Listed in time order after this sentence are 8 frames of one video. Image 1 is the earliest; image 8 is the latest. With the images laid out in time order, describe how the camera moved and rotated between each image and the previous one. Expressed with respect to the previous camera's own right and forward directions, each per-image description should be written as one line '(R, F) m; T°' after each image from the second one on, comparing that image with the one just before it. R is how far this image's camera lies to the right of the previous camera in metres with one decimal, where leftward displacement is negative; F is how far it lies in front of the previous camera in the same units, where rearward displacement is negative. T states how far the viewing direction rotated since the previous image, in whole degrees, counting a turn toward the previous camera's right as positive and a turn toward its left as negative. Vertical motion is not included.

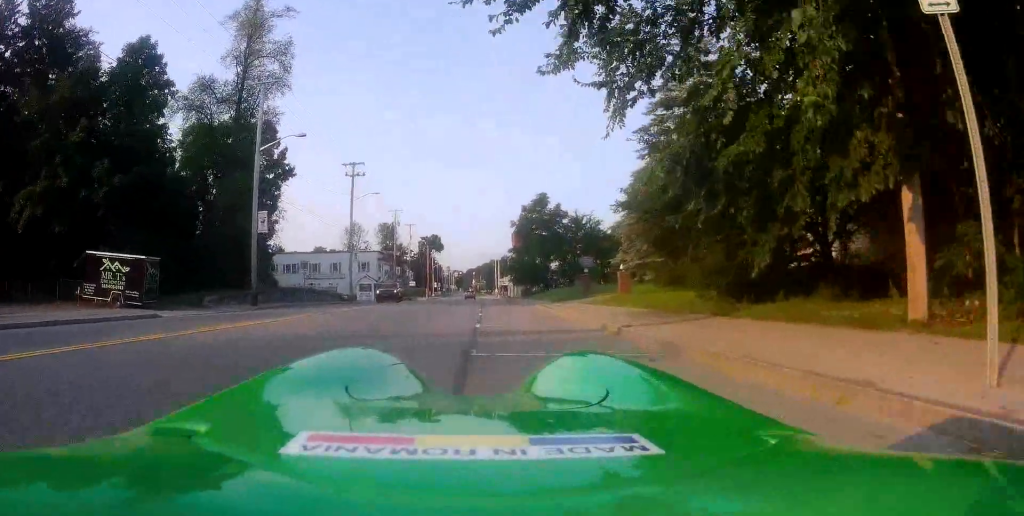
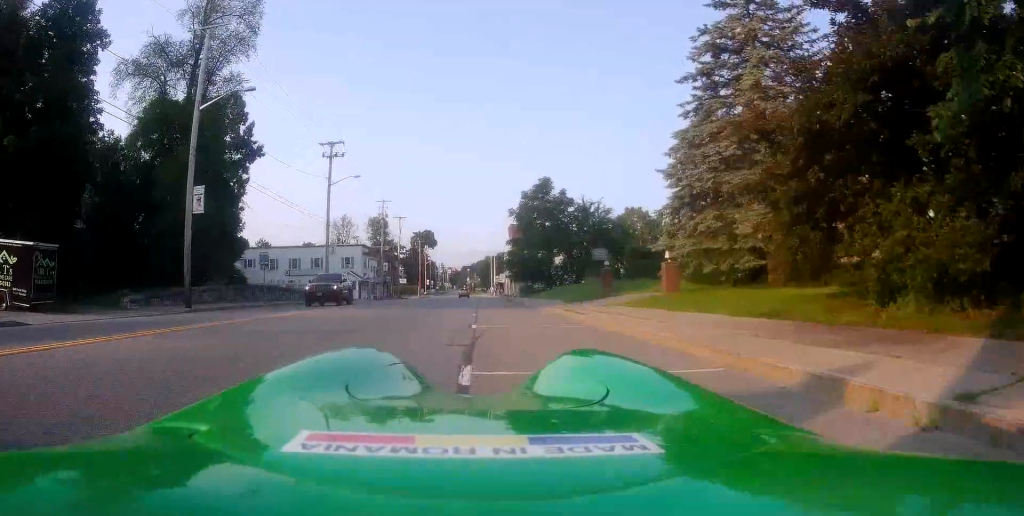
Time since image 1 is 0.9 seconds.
(+0.2, +7.7) m; +3°
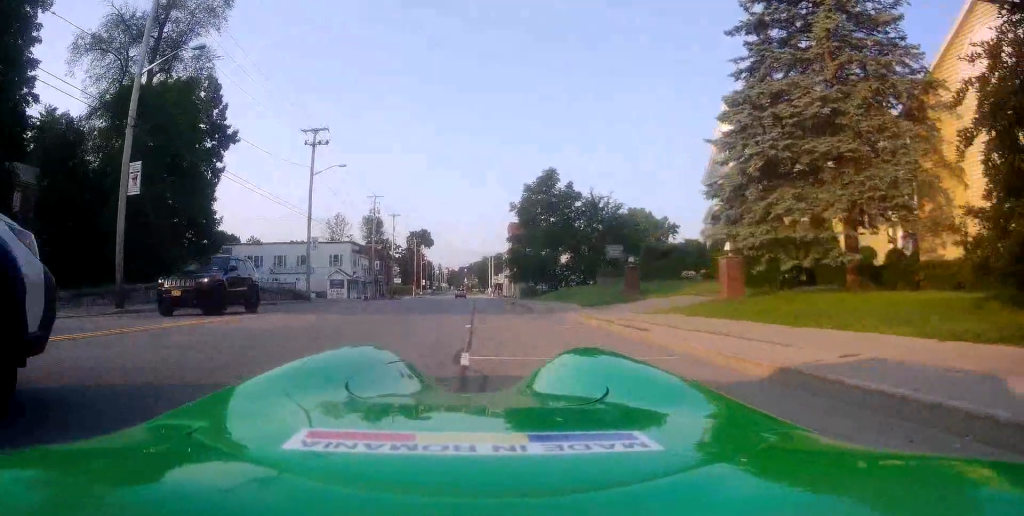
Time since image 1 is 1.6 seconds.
(+0.2, +5.6) m; +1°
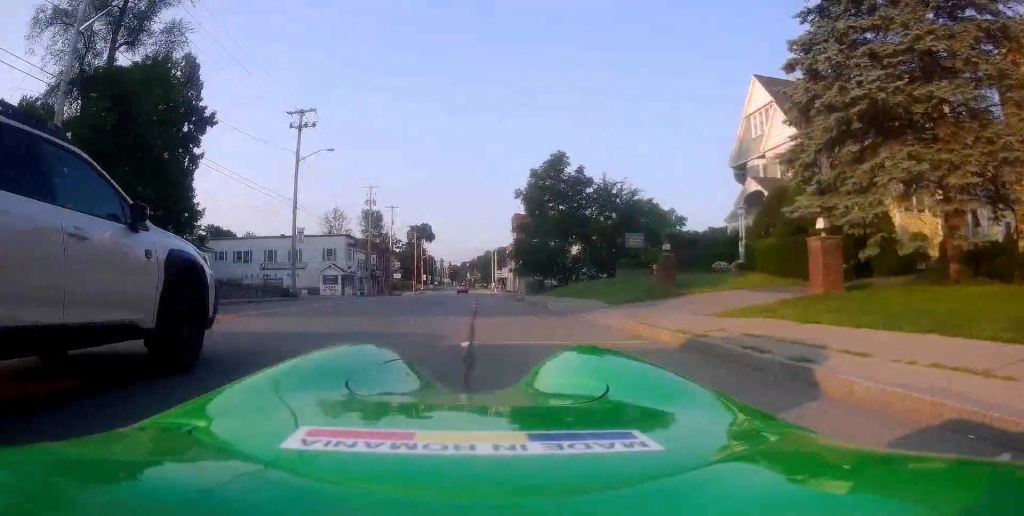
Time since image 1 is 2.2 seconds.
(0.0, +4.9) m; -1°
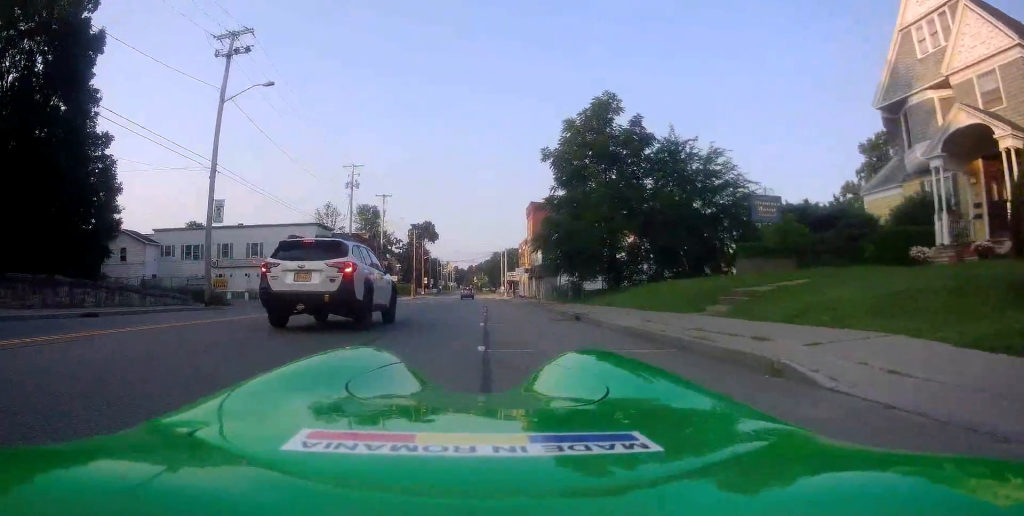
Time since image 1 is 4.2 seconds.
(-0.4, +16.1) m; -3°
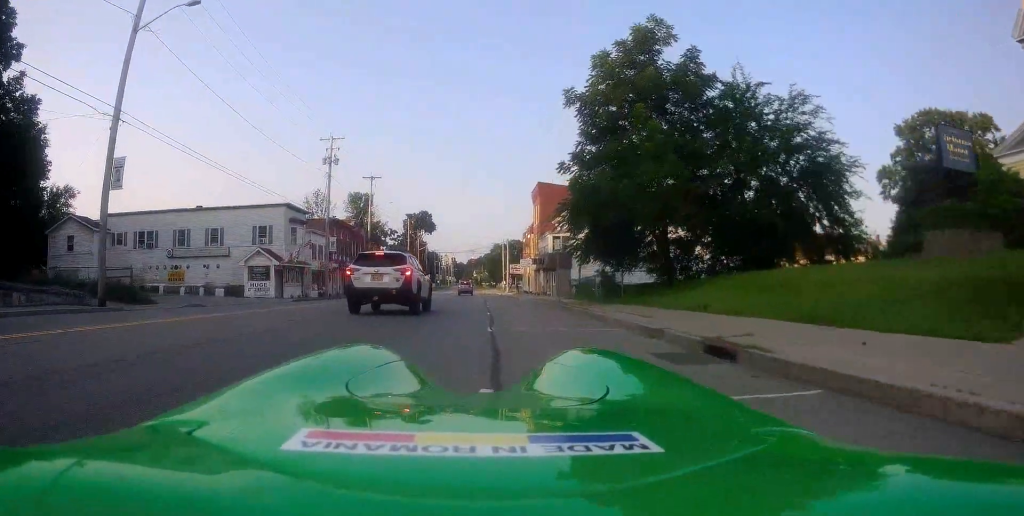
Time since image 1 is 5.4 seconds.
(-0.2, +9.1) m; 0°
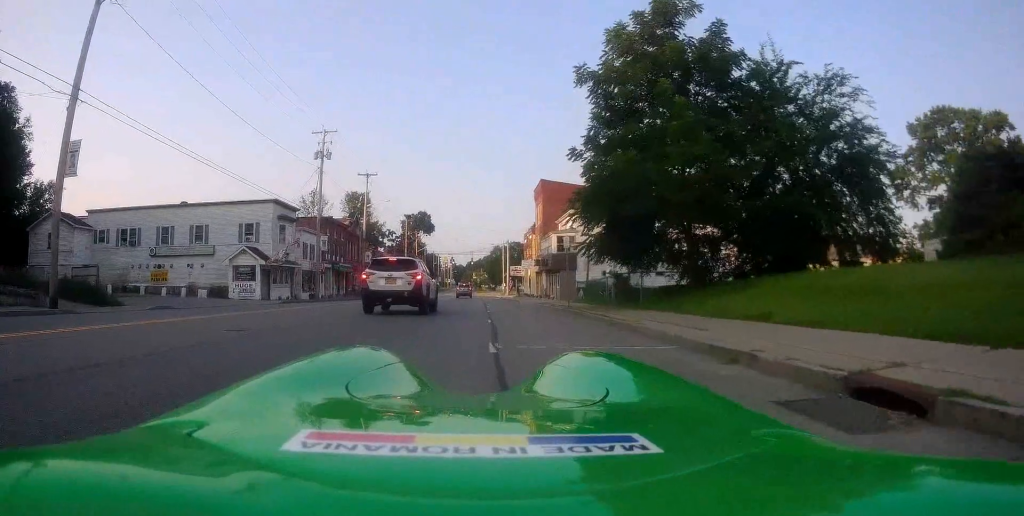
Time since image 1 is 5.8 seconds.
(+0.1, +3.1) m; +1°
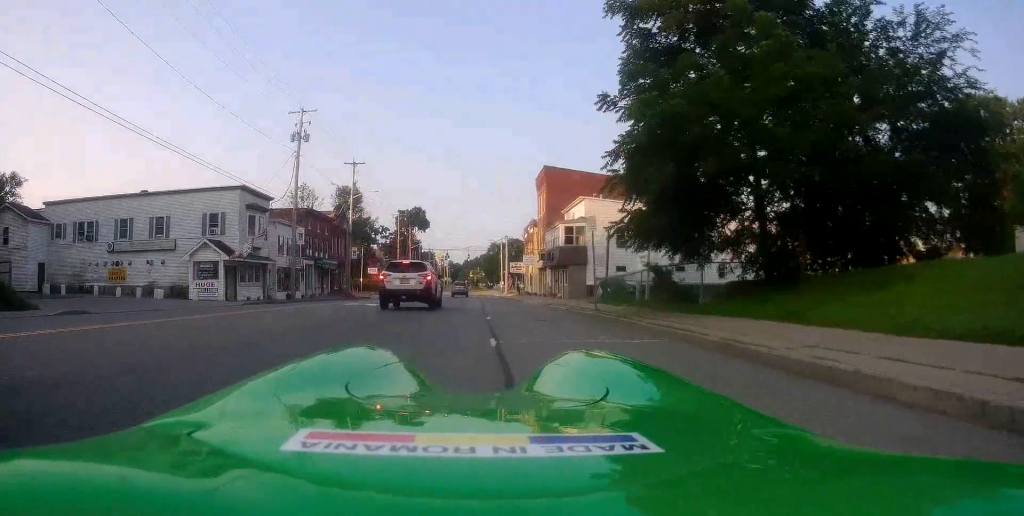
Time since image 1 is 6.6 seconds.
(+0.1, +6.1) m; +1°
